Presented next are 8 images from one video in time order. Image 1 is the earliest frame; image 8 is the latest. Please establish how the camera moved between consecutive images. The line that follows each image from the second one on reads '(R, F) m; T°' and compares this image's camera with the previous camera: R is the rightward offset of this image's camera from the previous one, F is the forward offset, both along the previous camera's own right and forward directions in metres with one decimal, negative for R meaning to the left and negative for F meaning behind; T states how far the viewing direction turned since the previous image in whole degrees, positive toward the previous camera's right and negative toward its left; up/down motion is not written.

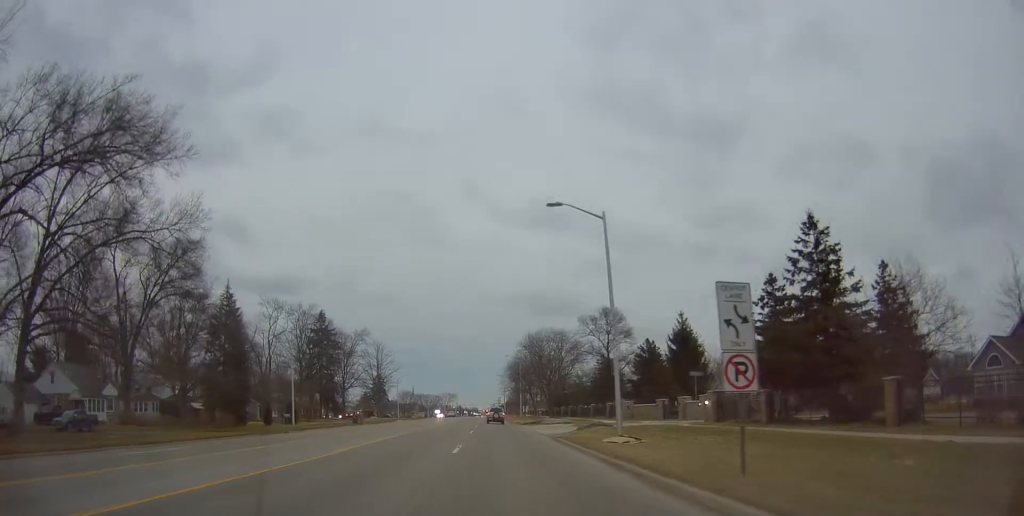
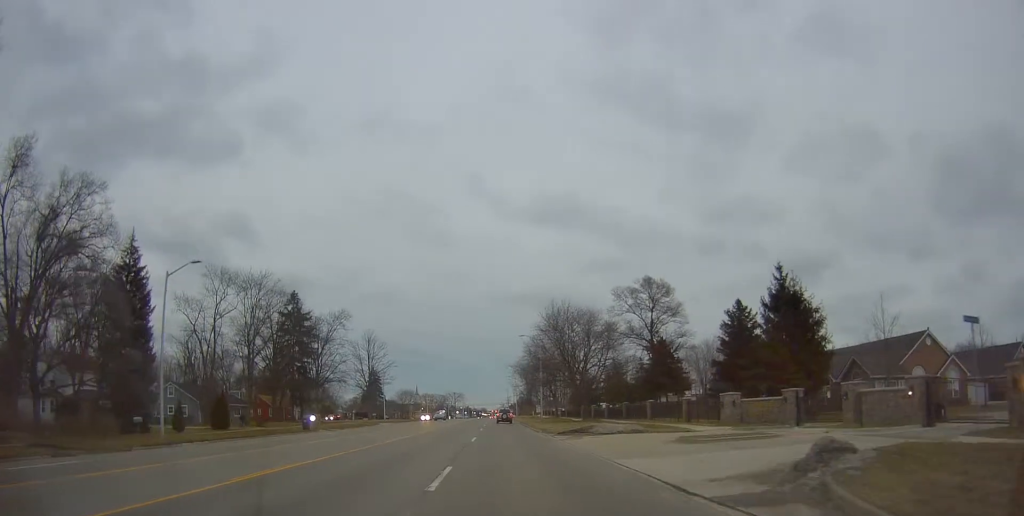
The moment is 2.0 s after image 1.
(+0.5, +22.2) m; +3°
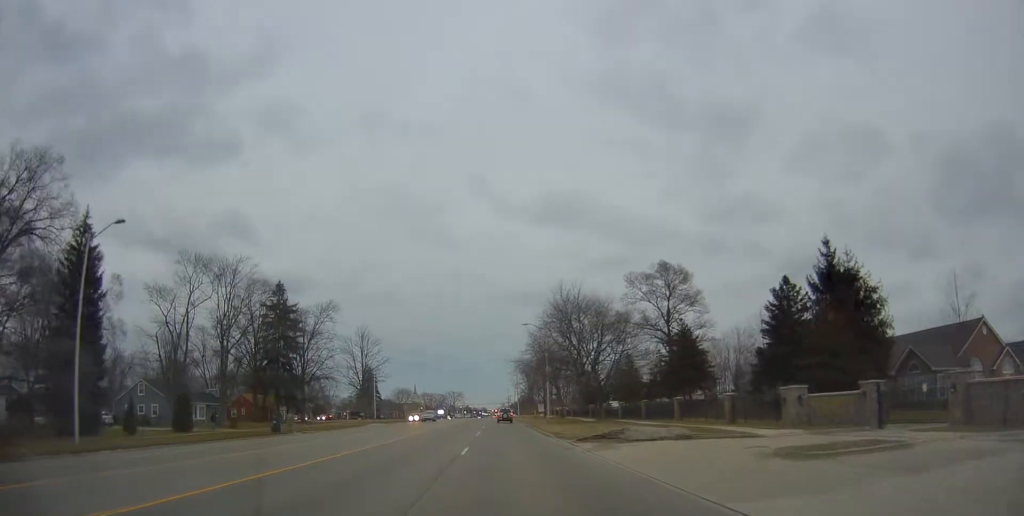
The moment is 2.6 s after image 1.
(0.0, +7.5) m; 0°
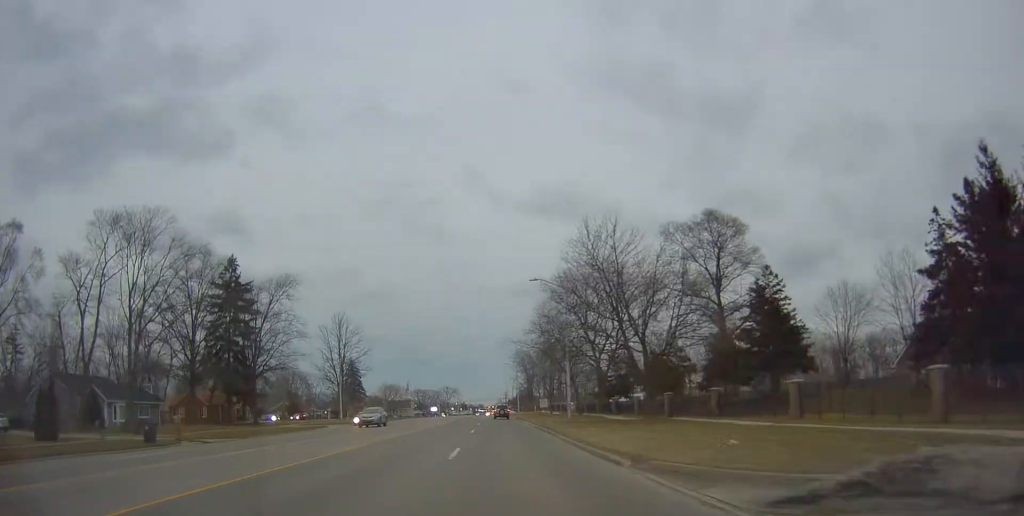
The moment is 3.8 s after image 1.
(0.0, +17.8) m; 0°
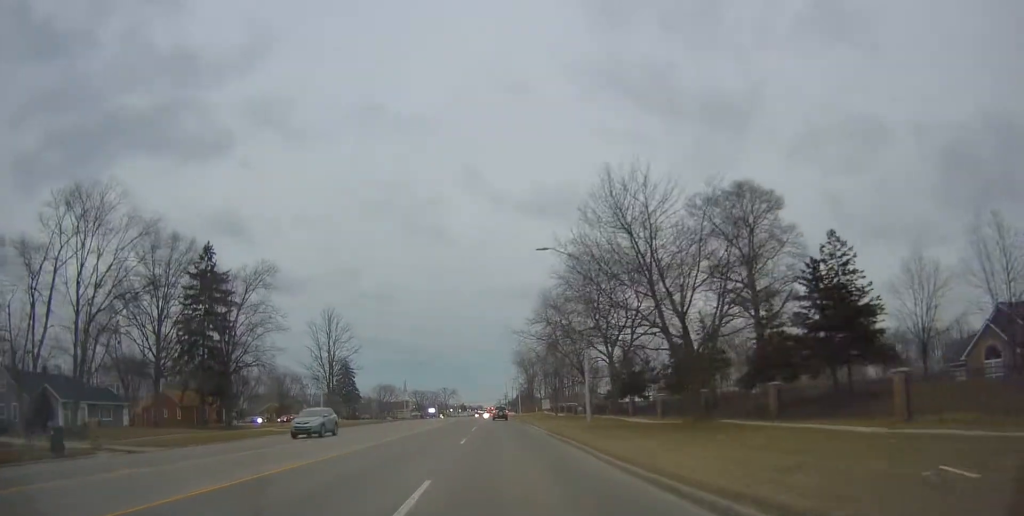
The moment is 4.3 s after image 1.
(0.0, +8.0) m; -1°
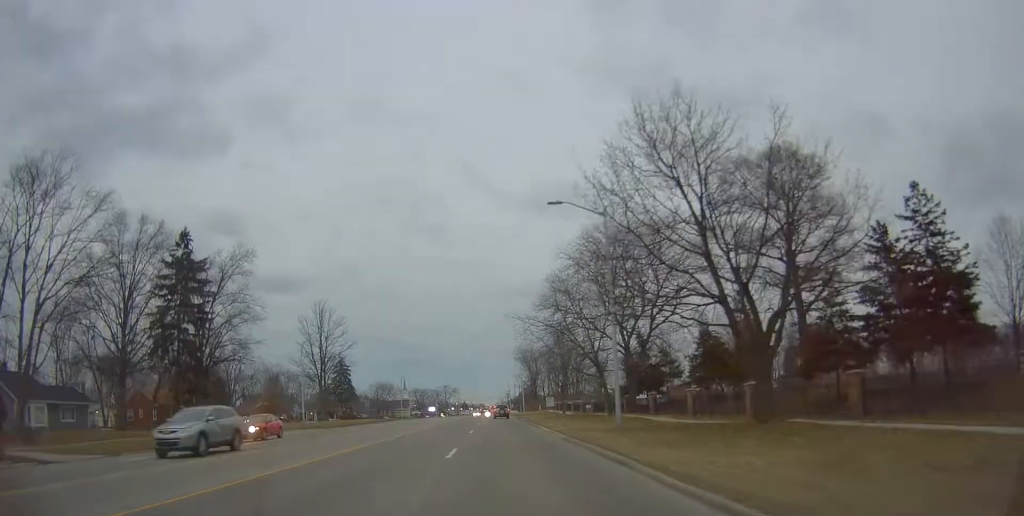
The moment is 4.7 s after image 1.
(+0.1, +6.9) m; -1°
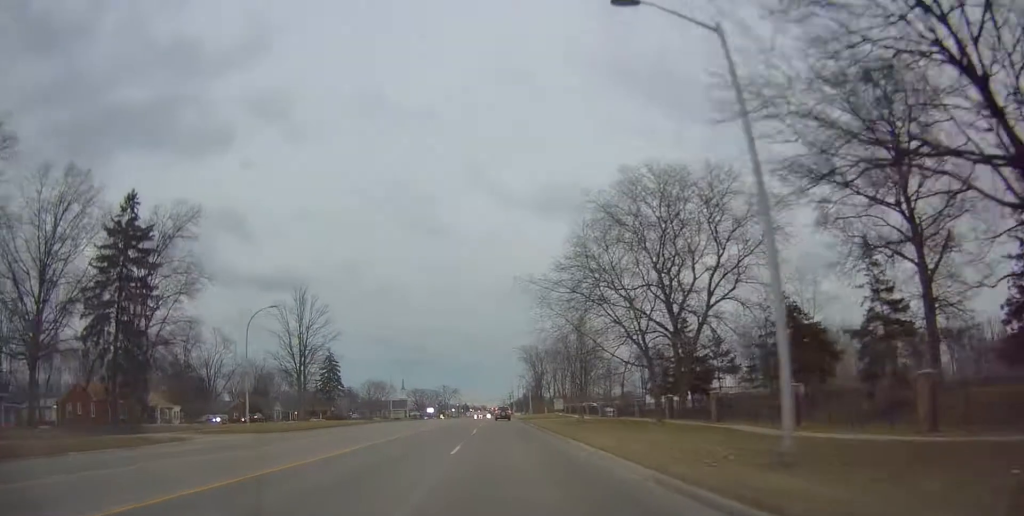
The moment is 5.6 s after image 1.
(-0.4, +13.9) m; 0°
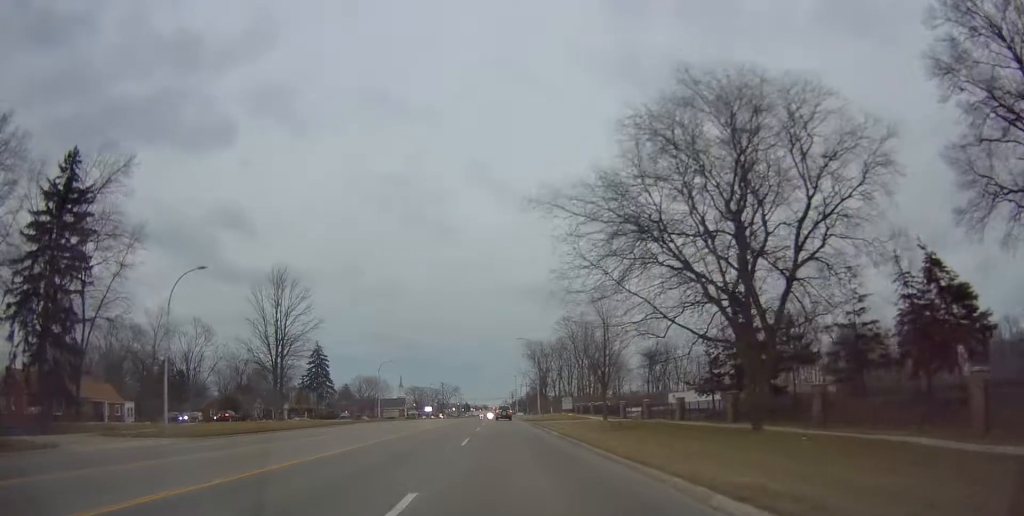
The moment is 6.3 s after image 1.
(+0.1, +12.0) m; 0°
